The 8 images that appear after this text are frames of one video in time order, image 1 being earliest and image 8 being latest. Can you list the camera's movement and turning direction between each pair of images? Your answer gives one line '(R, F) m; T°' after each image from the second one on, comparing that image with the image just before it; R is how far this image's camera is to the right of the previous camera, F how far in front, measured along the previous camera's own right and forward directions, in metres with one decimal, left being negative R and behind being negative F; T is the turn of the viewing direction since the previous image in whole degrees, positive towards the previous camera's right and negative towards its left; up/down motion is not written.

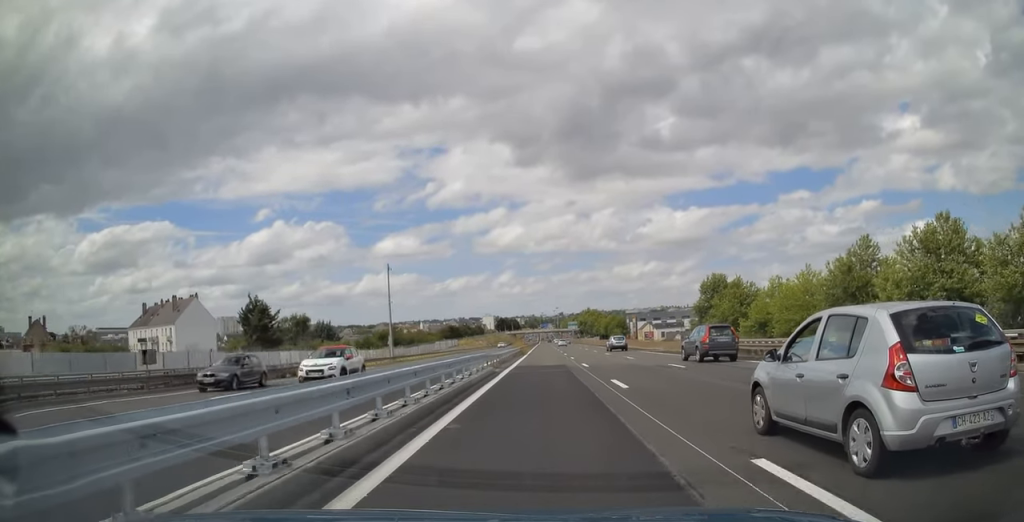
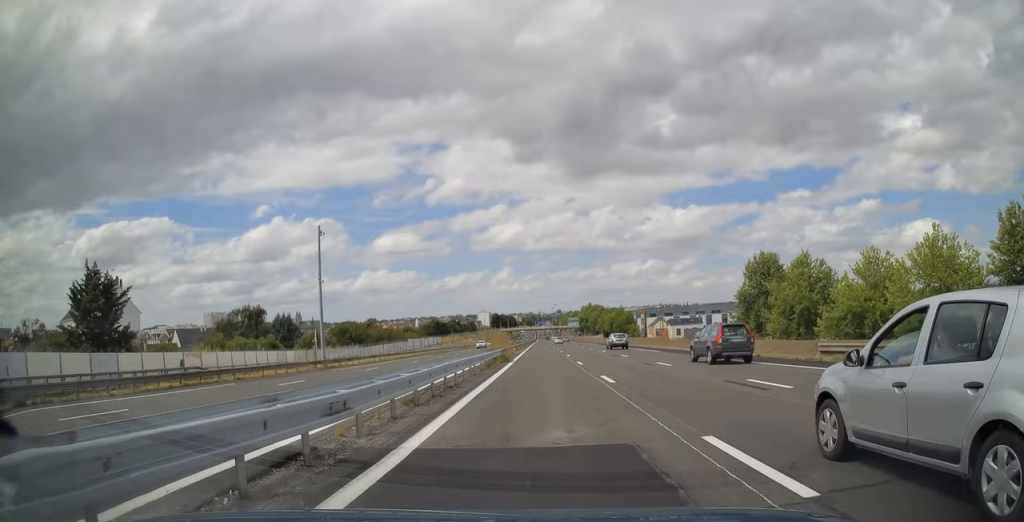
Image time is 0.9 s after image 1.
(+0.1, +24.3) m; 0°
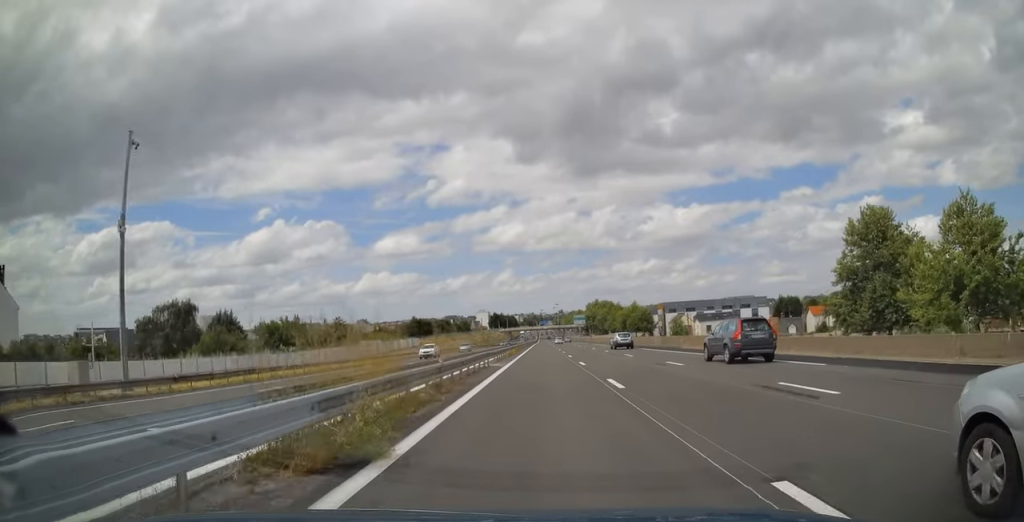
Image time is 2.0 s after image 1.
(0.0, +28.3) m; 0°
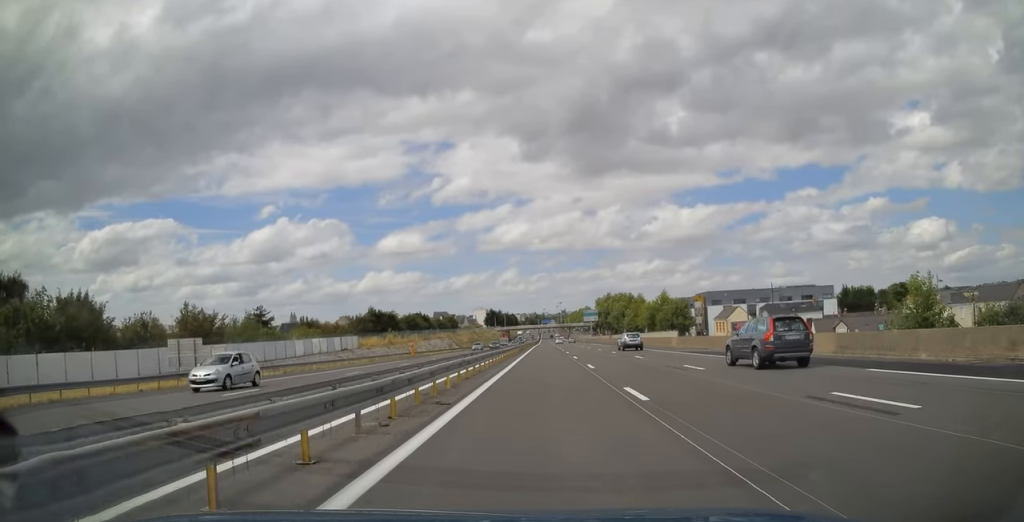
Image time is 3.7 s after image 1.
(-0.1, +41.8) m; 0°
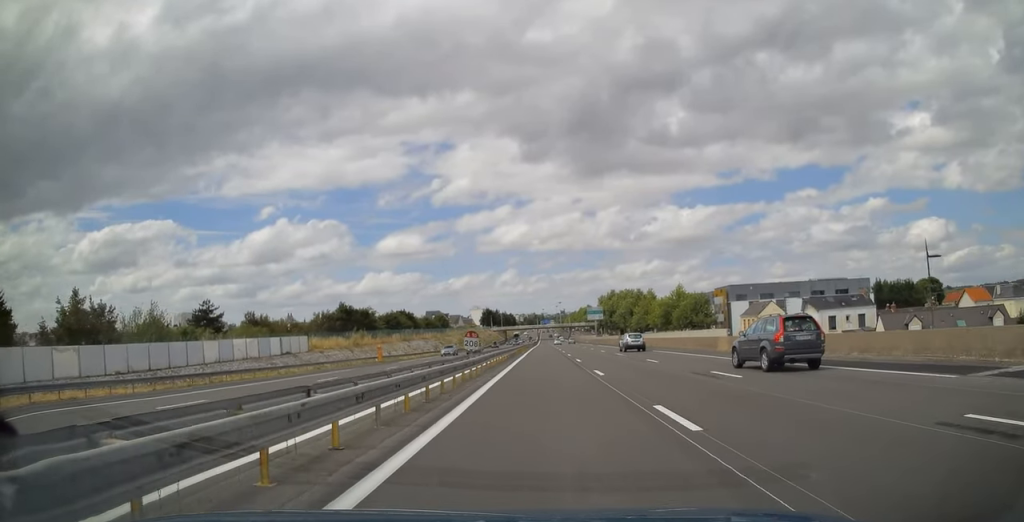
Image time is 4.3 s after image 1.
(0.0, +17.2) m; 0°
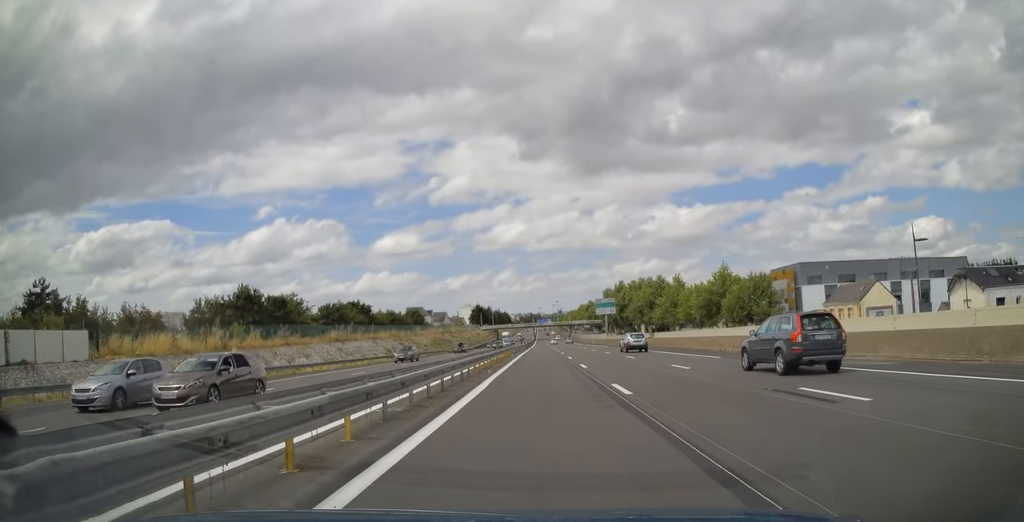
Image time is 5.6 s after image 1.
(0.0, +33.3) m; 0°
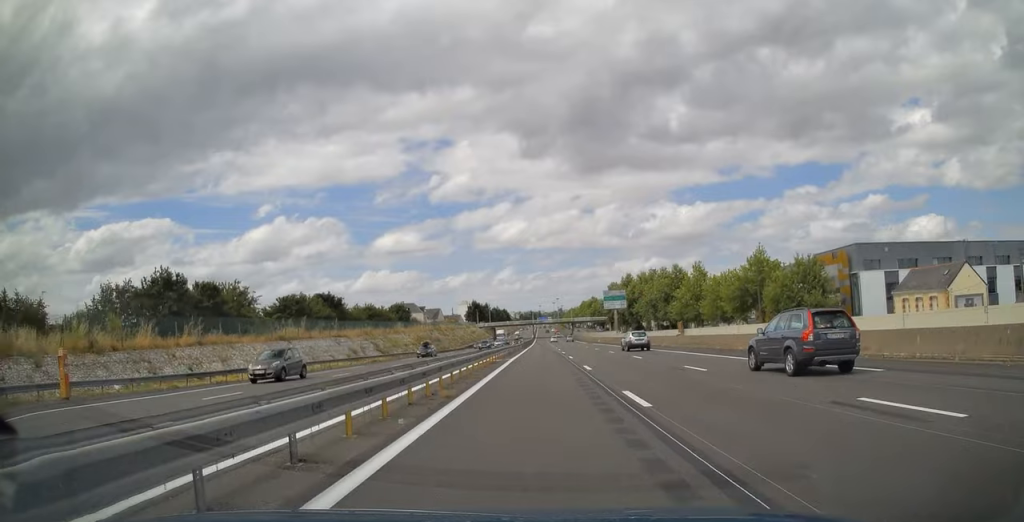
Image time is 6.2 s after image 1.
(0.0, +15.8) m; 0°
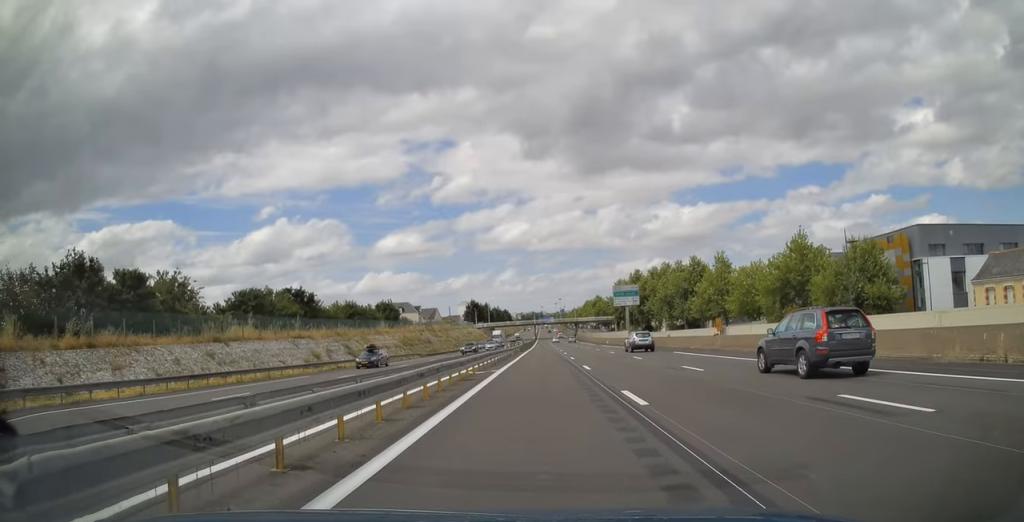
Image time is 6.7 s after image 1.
(0.0, +12.4) m; 0°
